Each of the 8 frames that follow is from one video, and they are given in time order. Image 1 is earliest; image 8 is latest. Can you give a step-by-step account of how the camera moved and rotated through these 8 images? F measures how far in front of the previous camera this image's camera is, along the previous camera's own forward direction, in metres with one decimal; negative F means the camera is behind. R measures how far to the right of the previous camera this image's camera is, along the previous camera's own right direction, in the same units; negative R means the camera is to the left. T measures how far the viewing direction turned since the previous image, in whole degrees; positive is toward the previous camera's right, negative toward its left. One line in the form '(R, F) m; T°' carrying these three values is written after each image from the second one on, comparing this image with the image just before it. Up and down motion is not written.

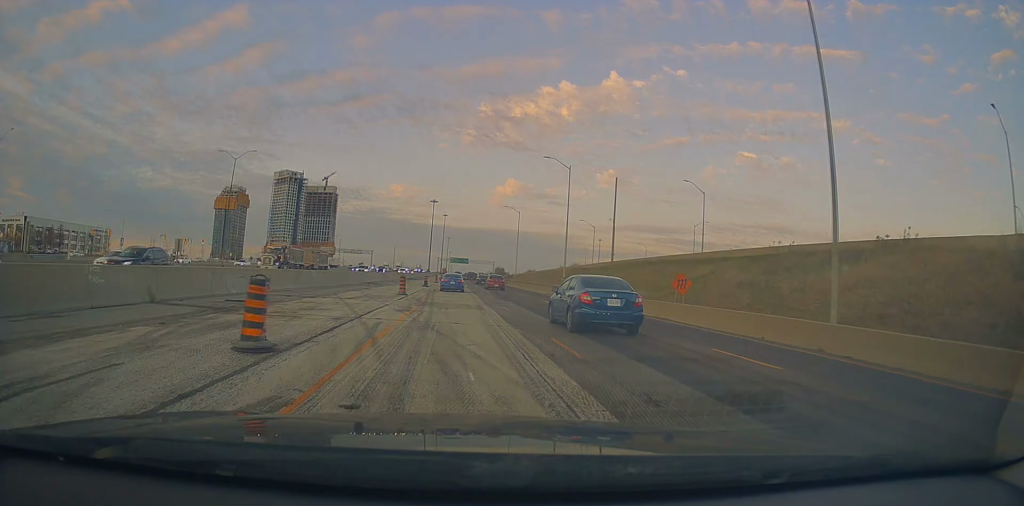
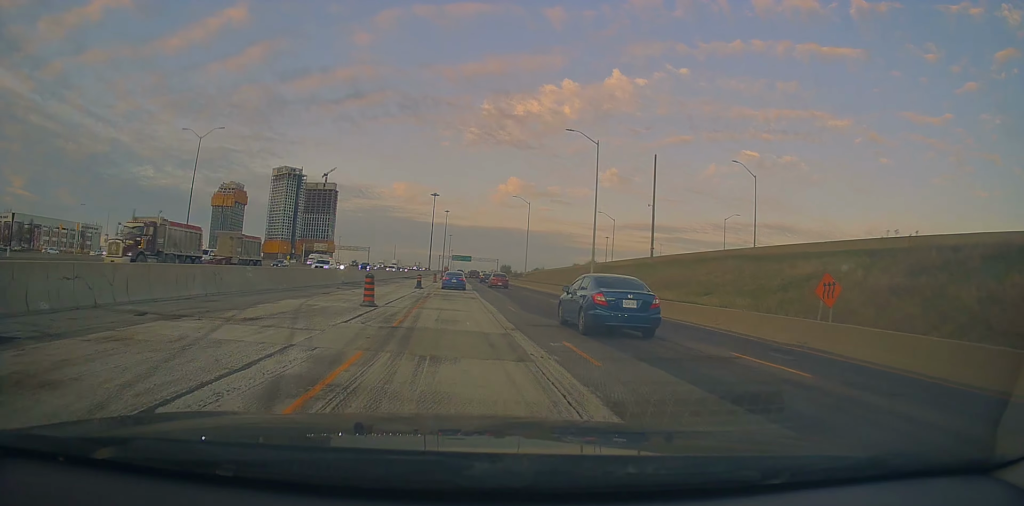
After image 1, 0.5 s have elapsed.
(+0.1, +12.7) m; 0°
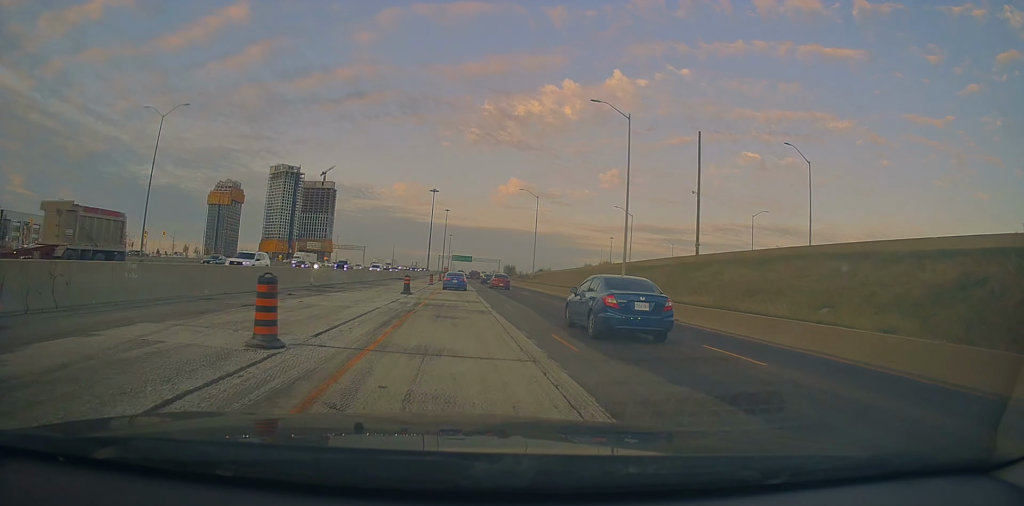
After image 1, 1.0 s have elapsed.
(-0.3, +10.3) m; +1°
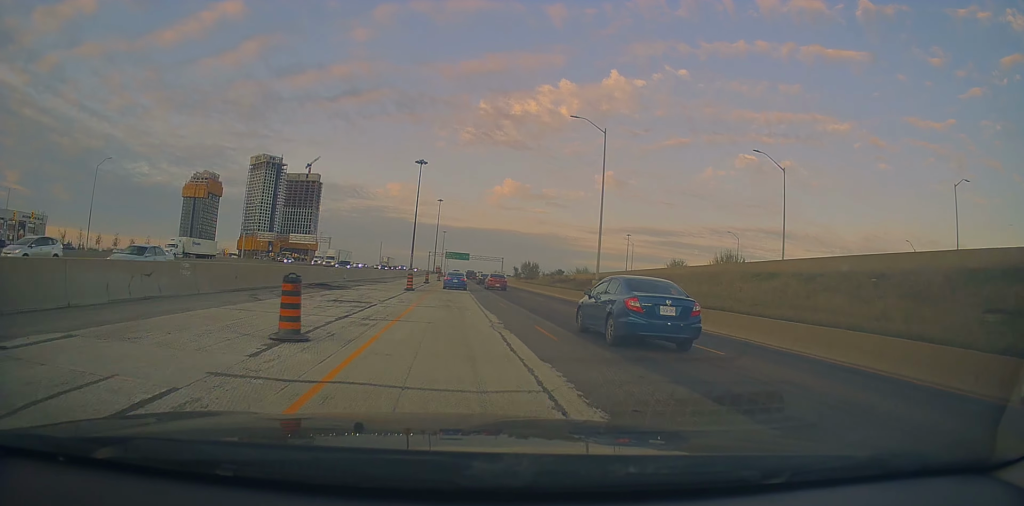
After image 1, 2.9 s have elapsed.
(+0.7, +46.2) m; 0°
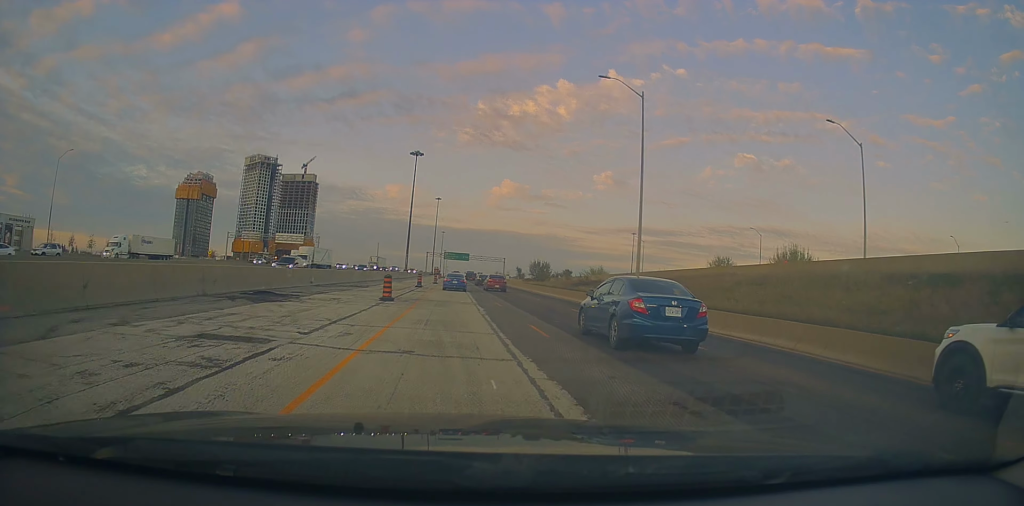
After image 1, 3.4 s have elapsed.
(-0.3, +11.2) m; -1°
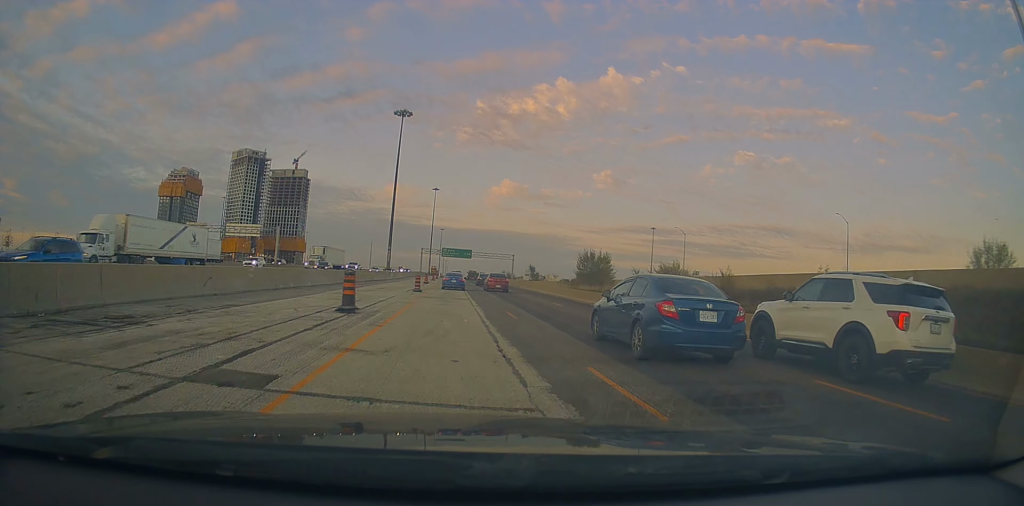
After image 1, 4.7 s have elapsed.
(+0.5, +31.2) m; +1°
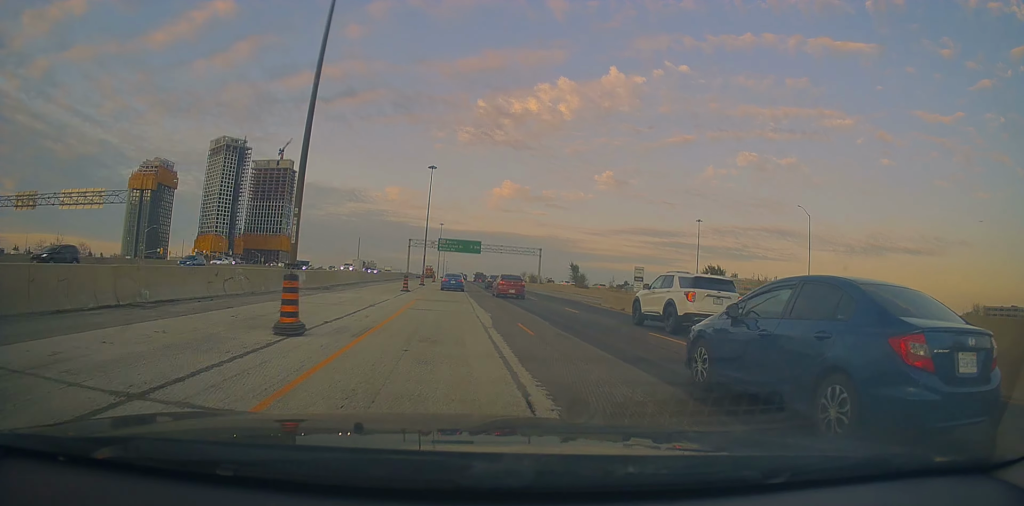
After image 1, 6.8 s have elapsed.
(+0.2, +51.7) m; 0°
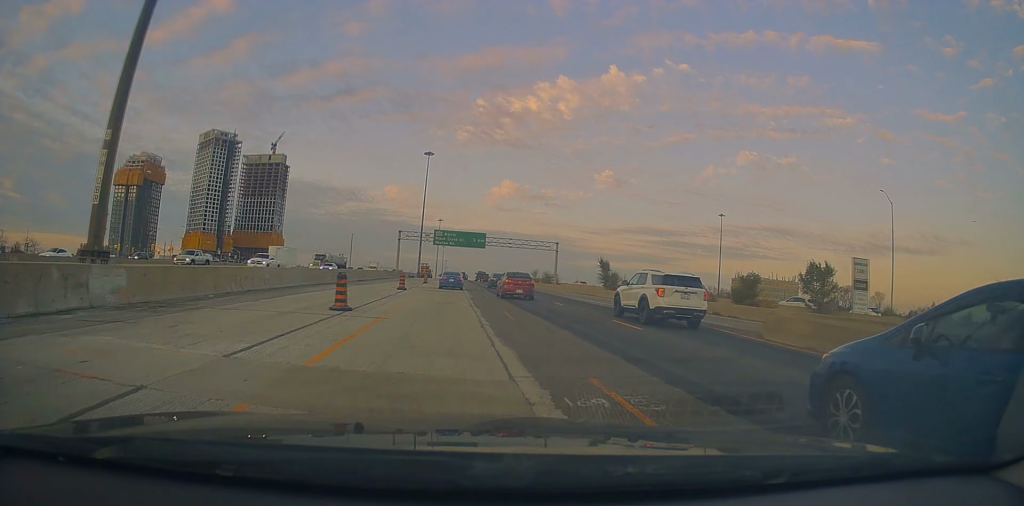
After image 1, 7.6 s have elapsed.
(-0.1, +20.5) m; -1°
